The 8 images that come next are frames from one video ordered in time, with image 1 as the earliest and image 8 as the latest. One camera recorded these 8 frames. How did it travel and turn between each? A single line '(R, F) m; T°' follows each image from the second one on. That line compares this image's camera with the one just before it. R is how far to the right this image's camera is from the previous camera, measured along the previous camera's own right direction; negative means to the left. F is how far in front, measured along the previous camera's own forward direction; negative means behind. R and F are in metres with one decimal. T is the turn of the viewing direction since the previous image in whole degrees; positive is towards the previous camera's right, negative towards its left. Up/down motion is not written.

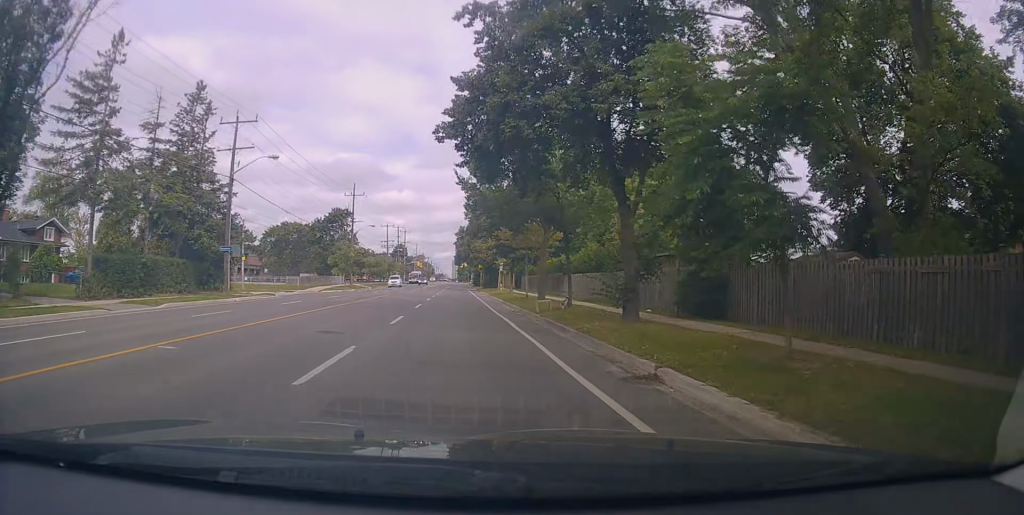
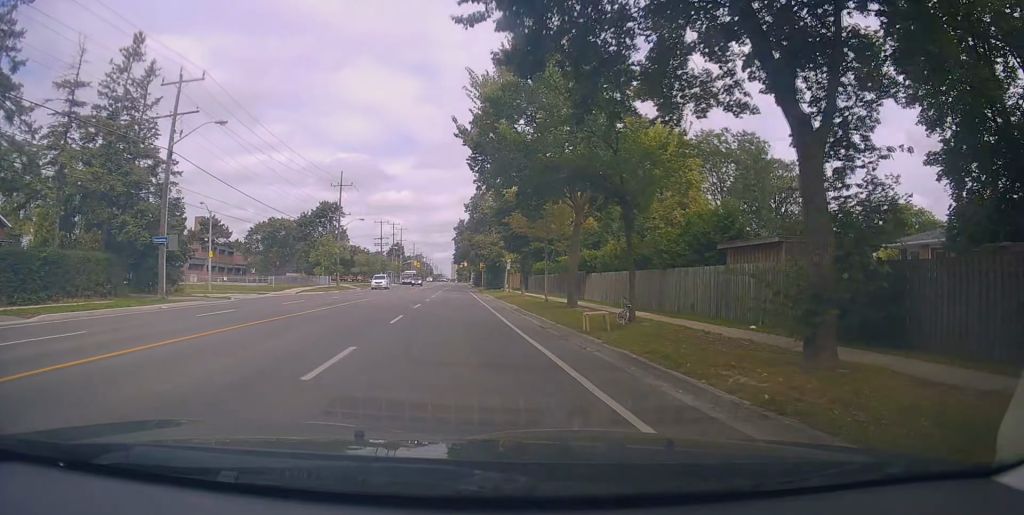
(-0.2, +8.7) m; 0°
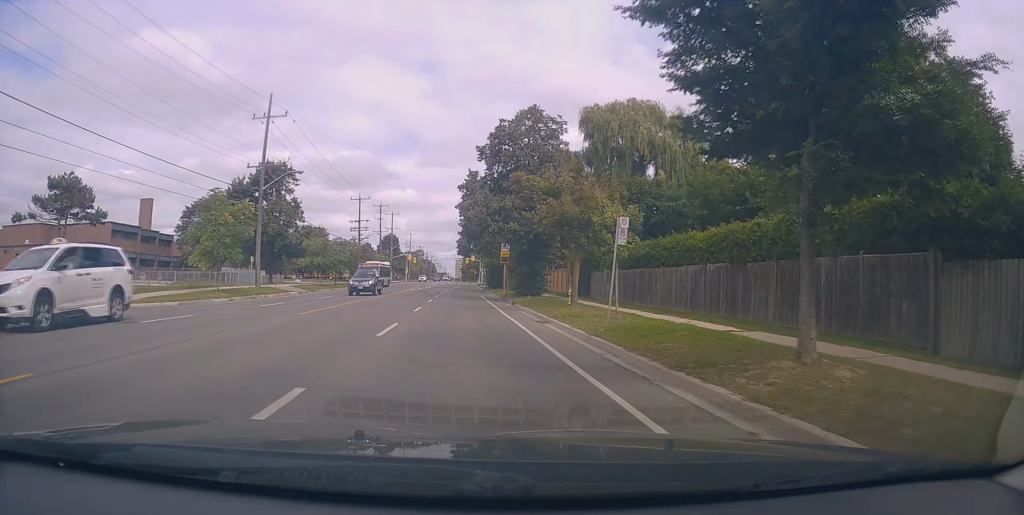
(+0.3, +30.8) m; 0°
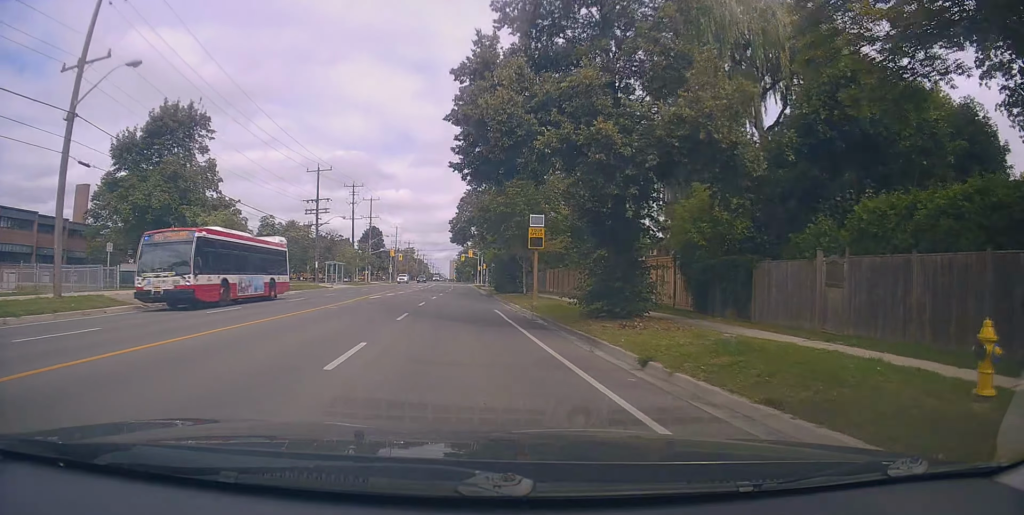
(-0.2, +22.6) m; -1°
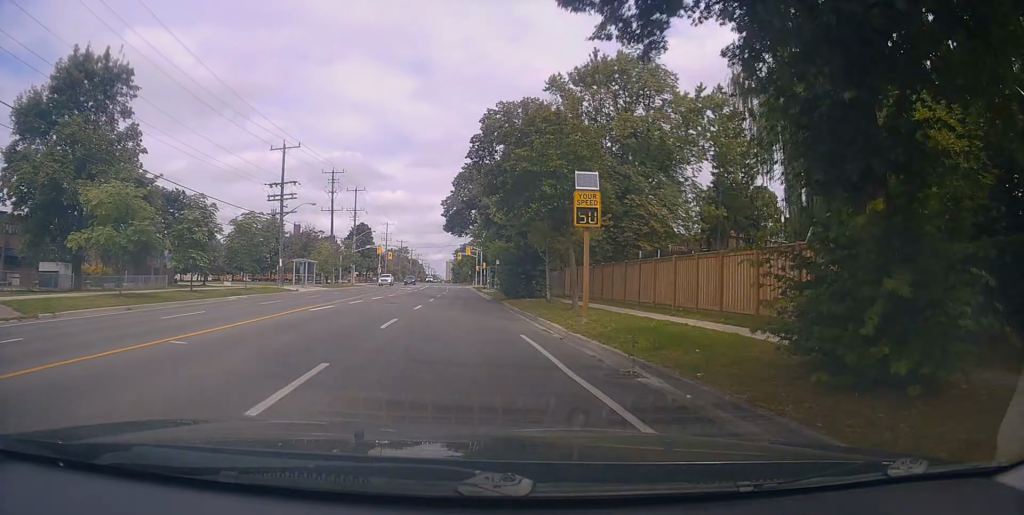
(+0.1, +11.5) m; 0°
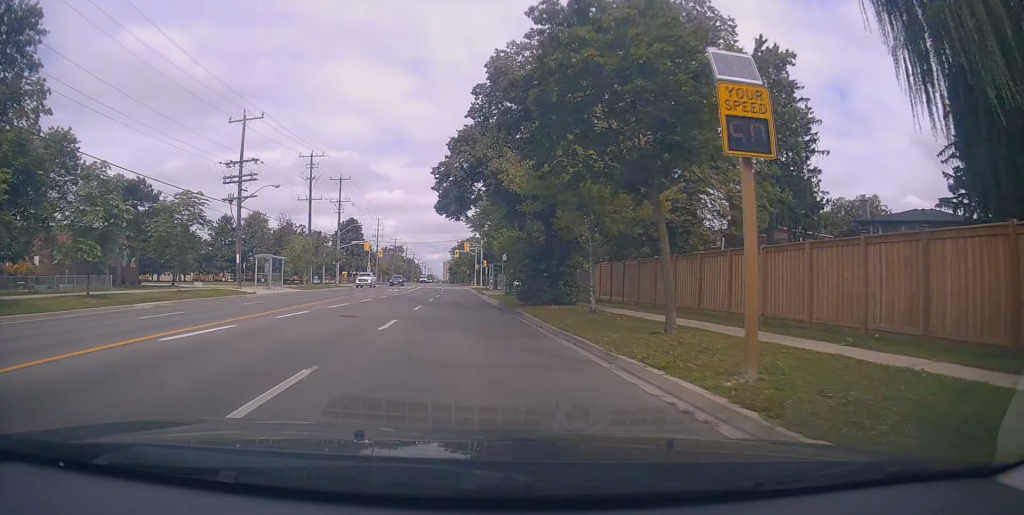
(+0.1, +9.6) m; 0°
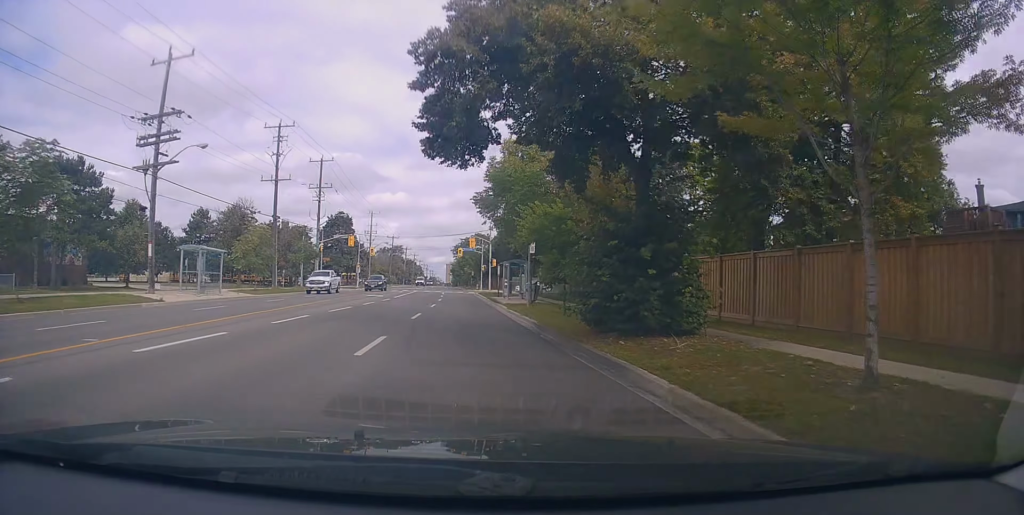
(-0.2, +13.1) m; 0°
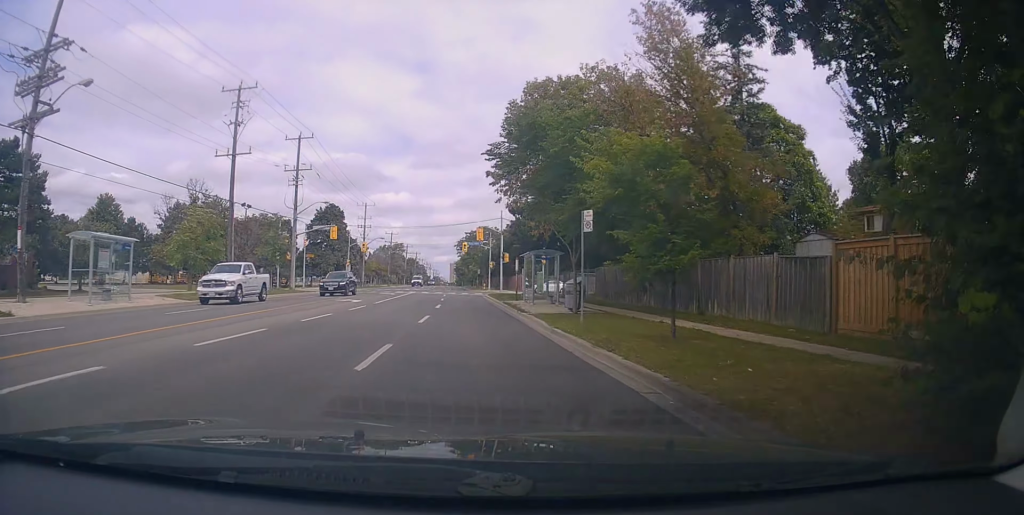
(+0.2, +10.7) m; +1°
